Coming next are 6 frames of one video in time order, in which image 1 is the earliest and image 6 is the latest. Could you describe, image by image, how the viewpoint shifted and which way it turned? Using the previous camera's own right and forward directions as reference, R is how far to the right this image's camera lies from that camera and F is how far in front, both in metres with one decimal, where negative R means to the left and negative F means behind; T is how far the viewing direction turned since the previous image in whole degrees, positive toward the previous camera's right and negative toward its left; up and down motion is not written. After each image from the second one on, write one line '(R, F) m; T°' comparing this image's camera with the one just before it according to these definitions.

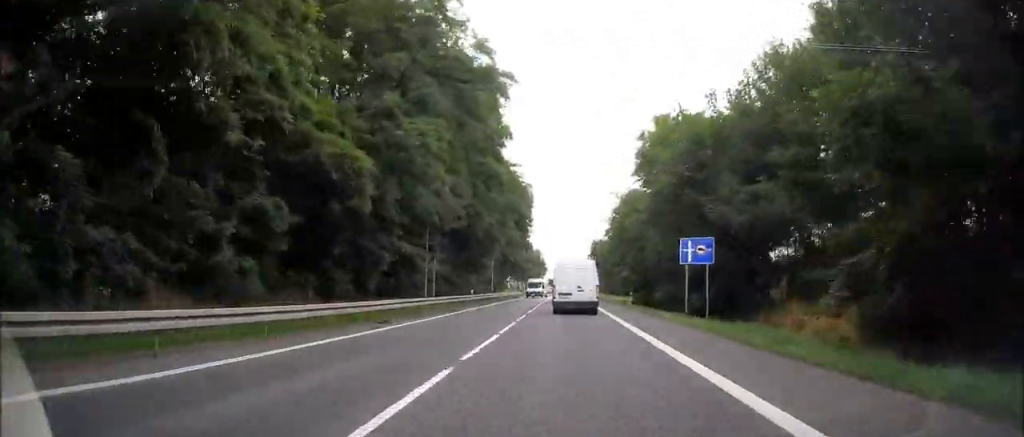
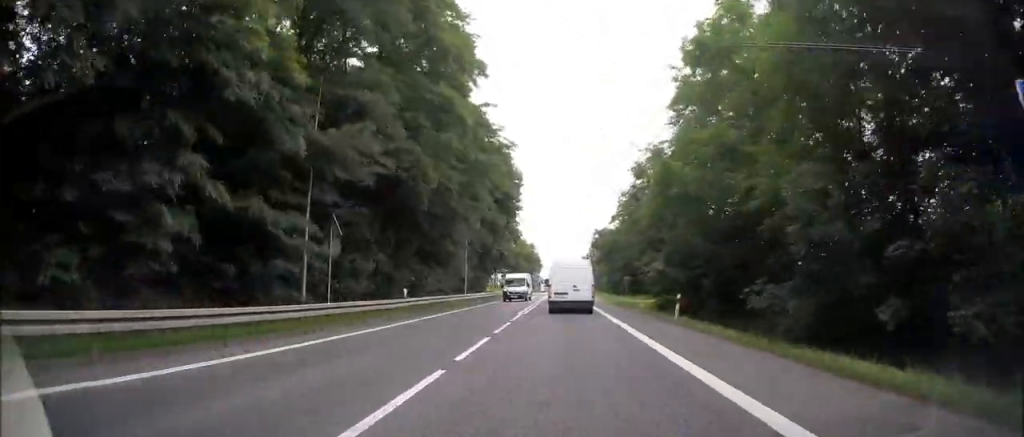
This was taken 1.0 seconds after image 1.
(0.0, +17.4) m; 0°
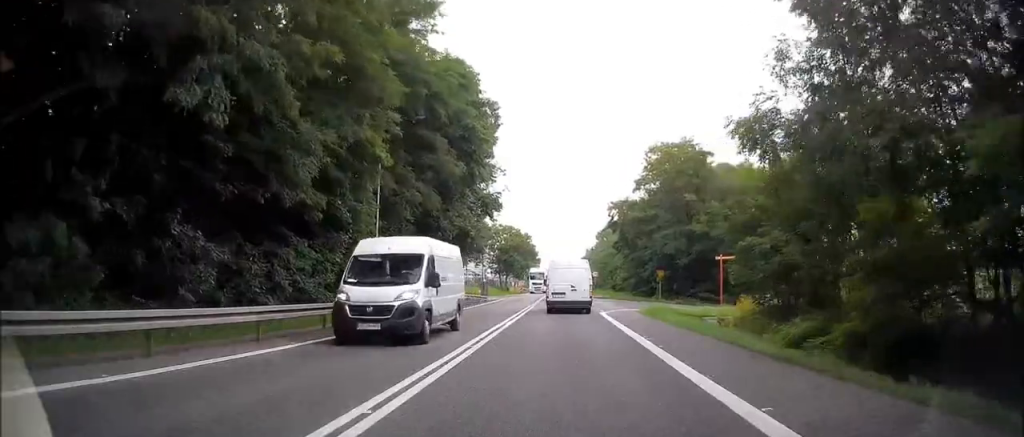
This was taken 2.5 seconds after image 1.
(0.0, +26.3) m; 0°
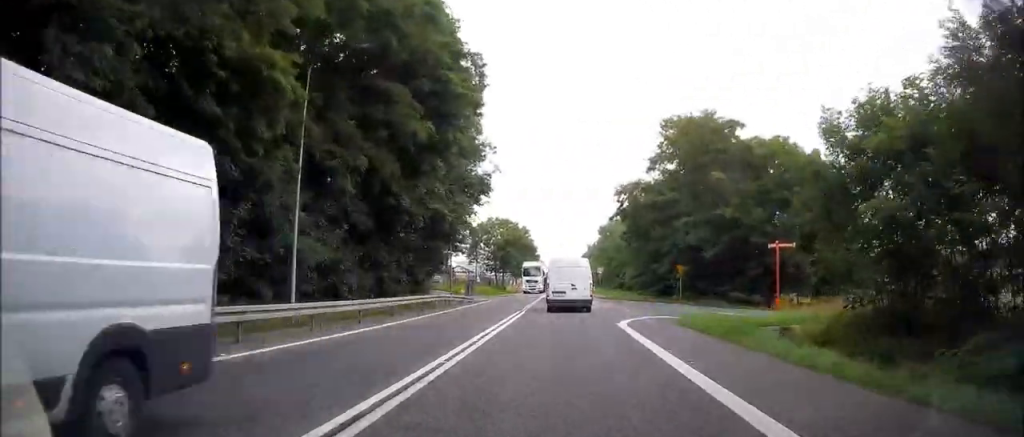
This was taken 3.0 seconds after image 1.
(0.0, +8.8) m; 0°
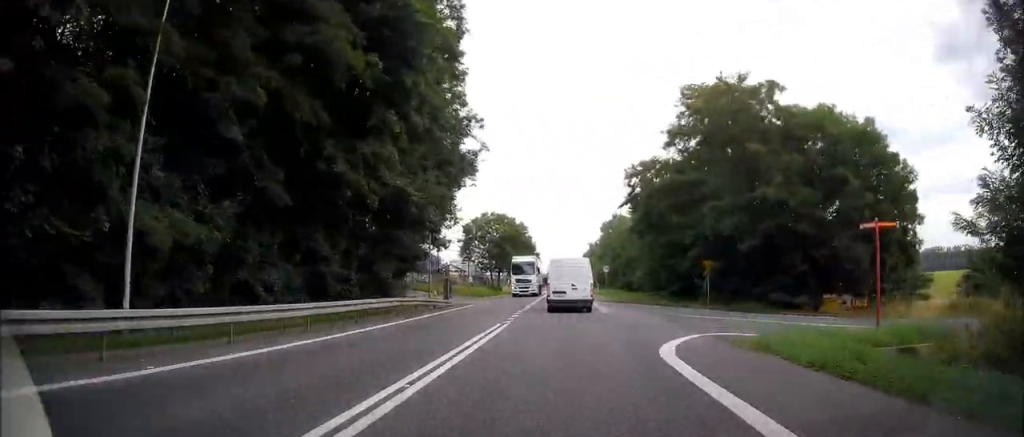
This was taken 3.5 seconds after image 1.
(0.0, +8.3) m; 0°
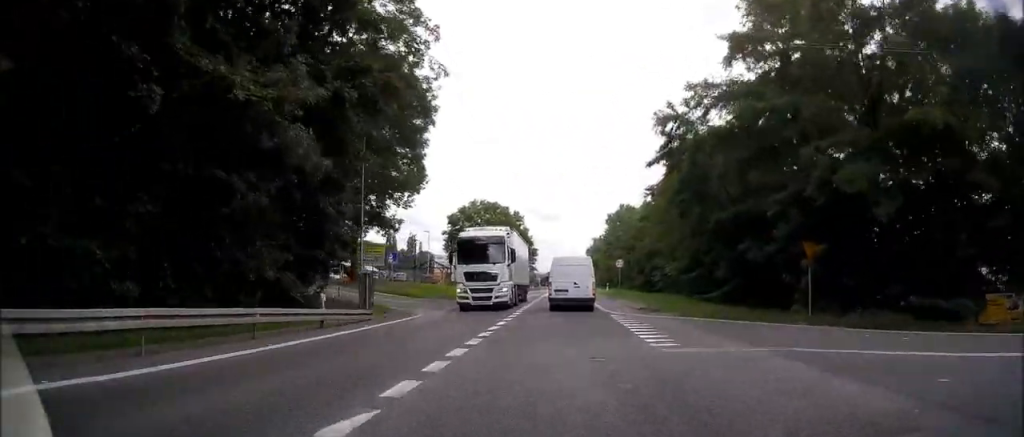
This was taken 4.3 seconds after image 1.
(0.0, +14.9) m; 0°
